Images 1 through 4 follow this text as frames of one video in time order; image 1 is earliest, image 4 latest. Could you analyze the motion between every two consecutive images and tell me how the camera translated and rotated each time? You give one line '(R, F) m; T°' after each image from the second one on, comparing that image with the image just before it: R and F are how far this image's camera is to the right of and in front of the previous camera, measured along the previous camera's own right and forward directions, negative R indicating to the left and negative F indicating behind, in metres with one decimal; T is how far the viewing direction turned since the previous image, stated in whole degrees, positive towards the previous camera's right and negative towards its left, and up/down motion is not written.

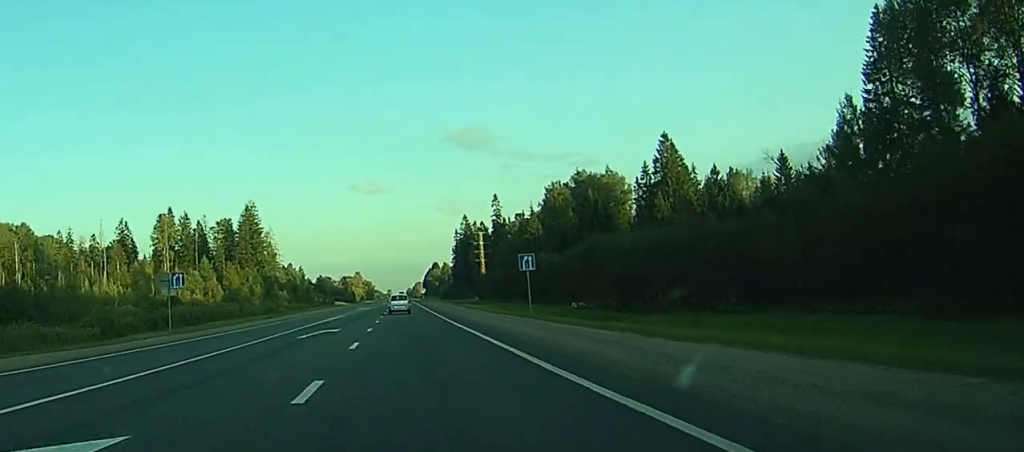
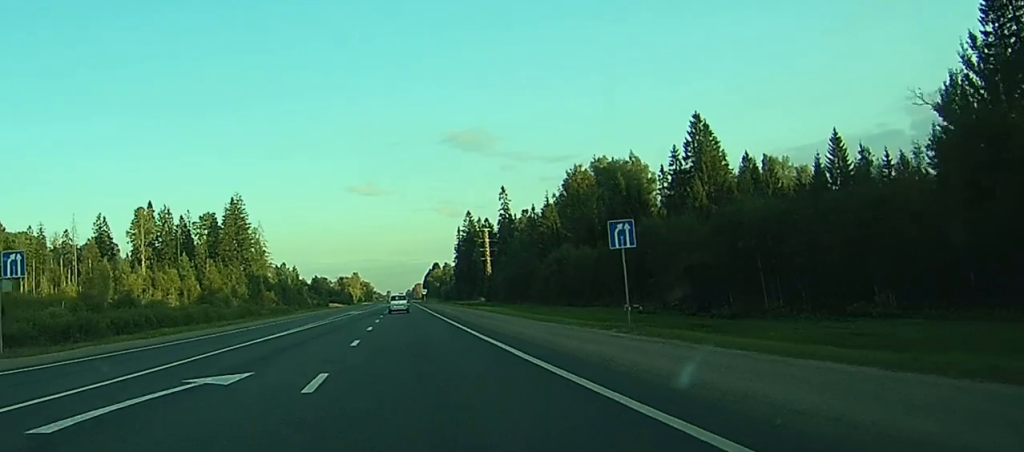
(-0.3, +22.4) m; 0°
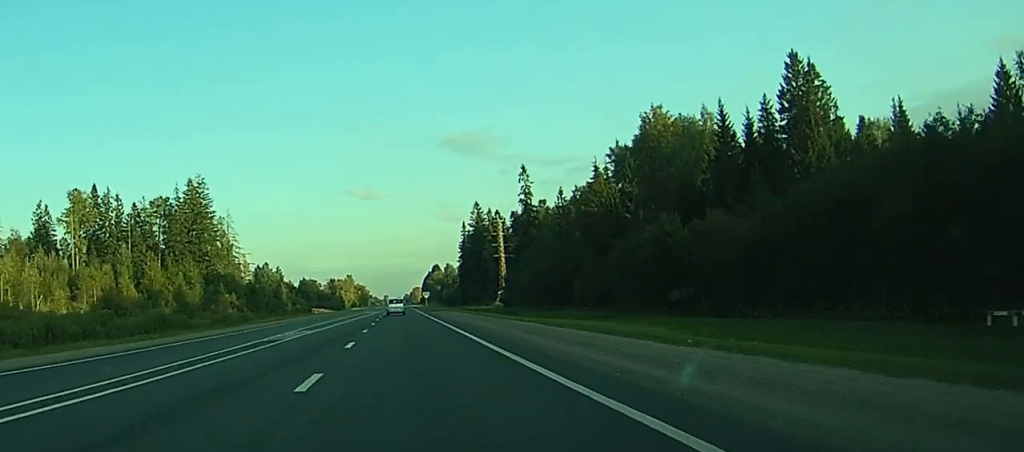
(+0.3, +47.1) m; 0°
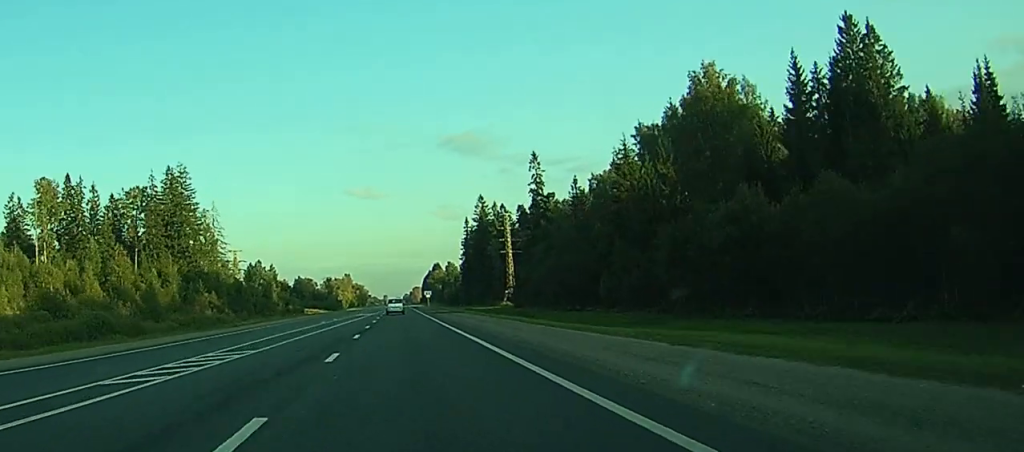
(0.0, +17.6) m; 0°
